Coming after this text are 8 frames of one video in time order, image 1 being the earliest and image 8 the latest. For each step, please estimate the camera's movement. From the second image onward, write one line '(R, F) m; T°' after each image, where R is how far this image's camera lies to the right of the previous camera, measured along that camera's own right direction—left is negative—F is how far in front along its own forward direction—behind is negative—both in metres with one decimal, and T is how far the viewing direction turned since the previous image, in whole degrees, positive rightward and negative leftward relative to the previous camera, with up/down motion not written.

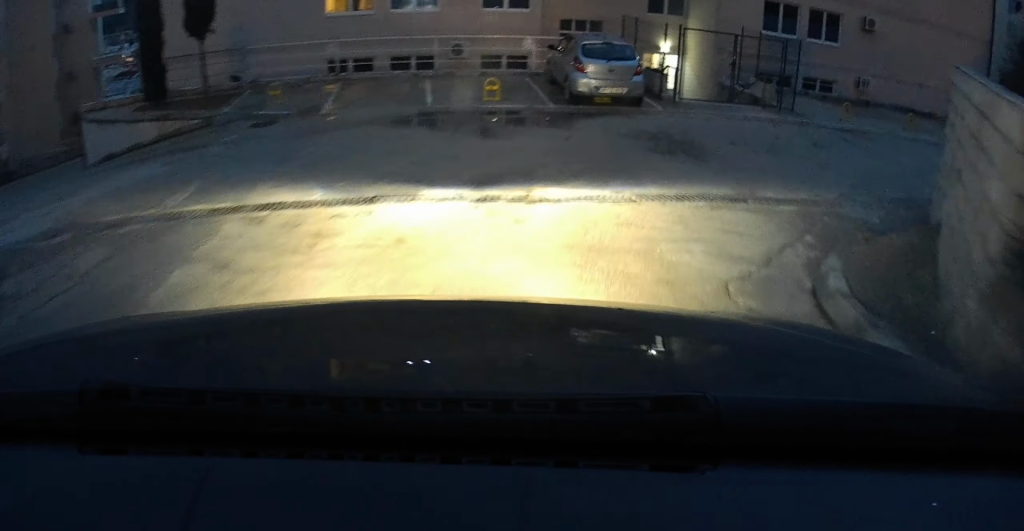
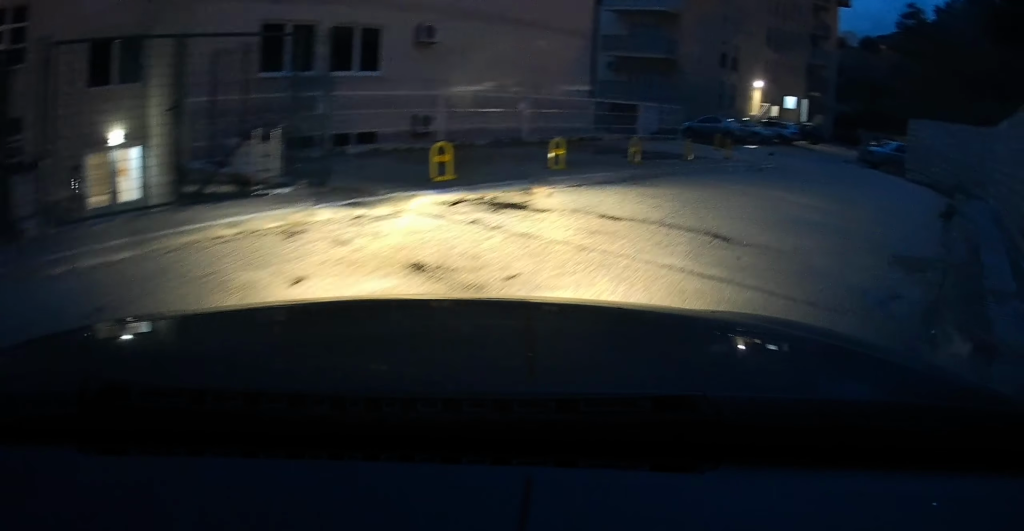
(+2.2, +8.6) m; +47°
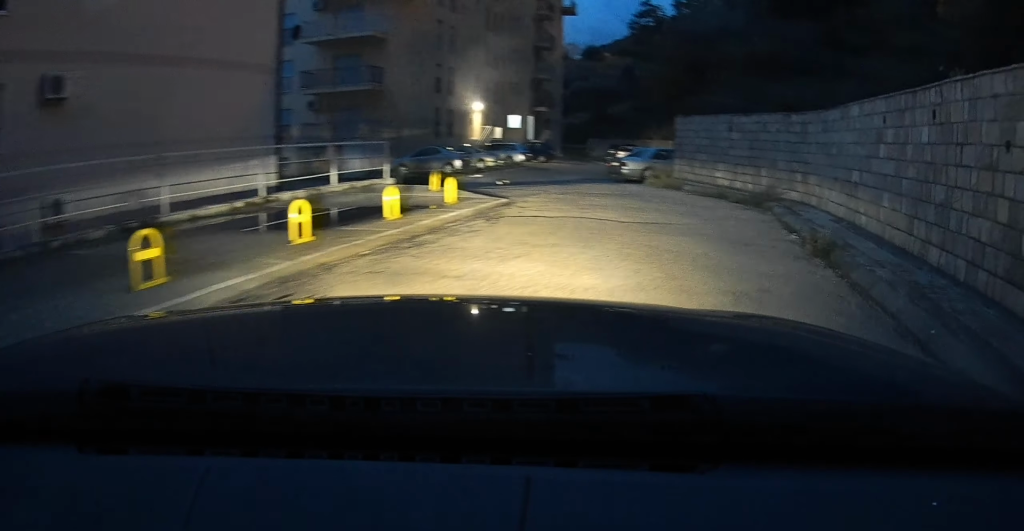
(+1.6, +4.3) m; +29°
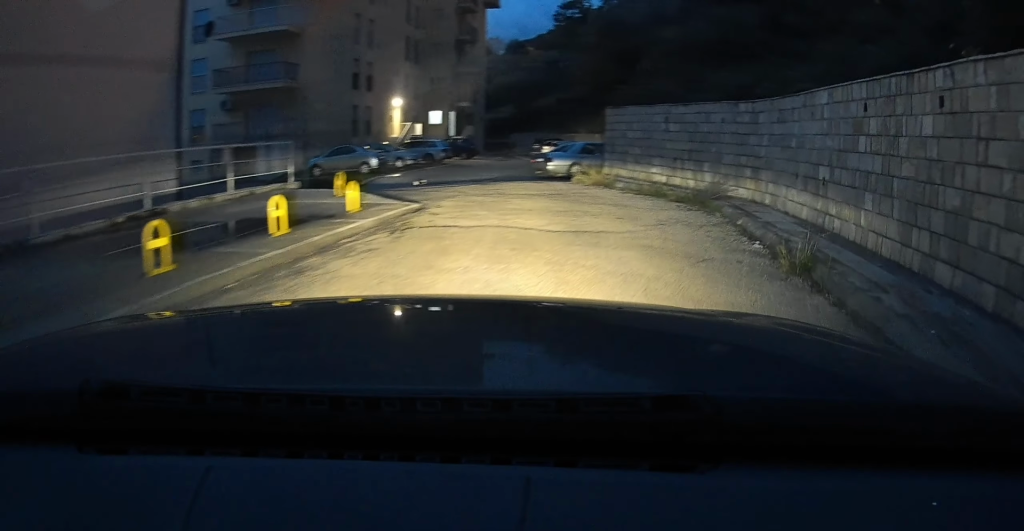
(+0.2, +1.7) m; +3°
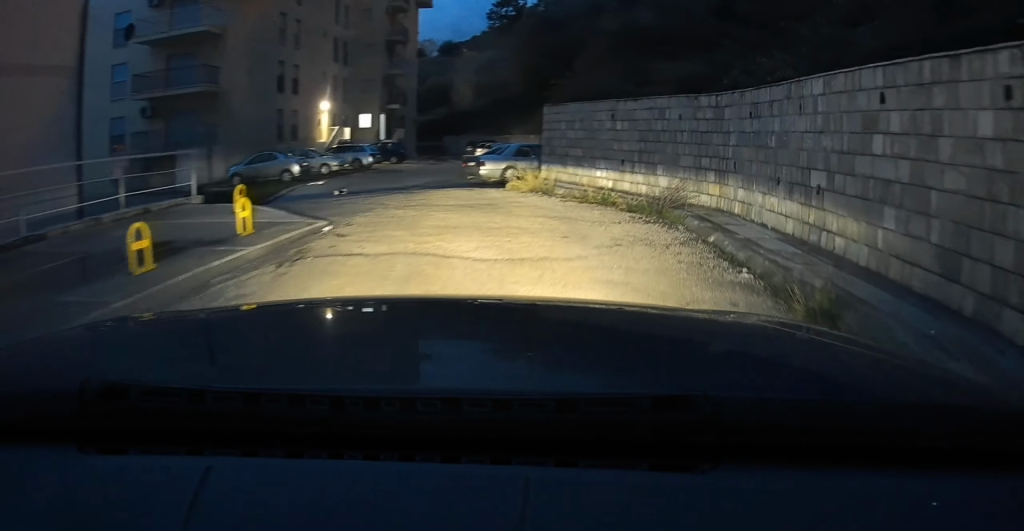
(+0.1, +2.0) m; +2°
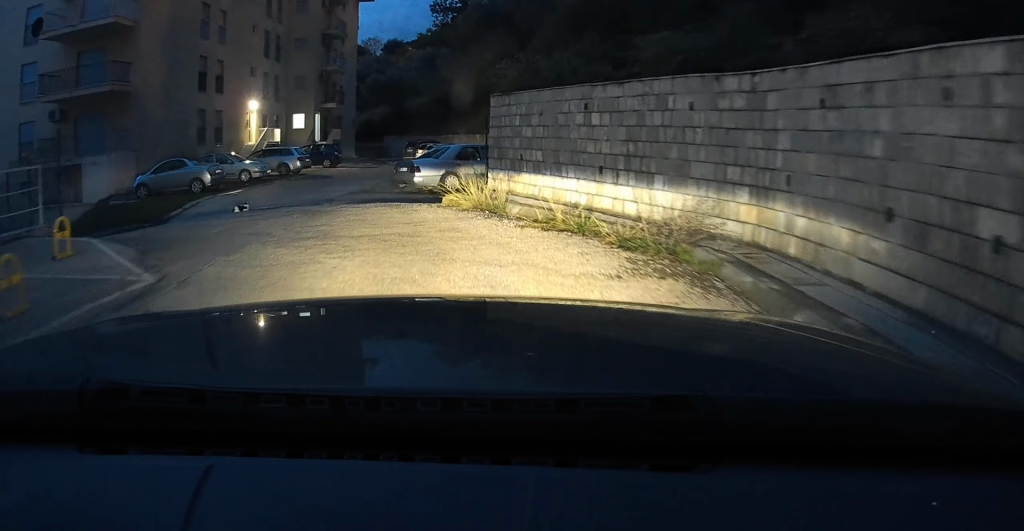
(0.0, +4.1) m; 0°
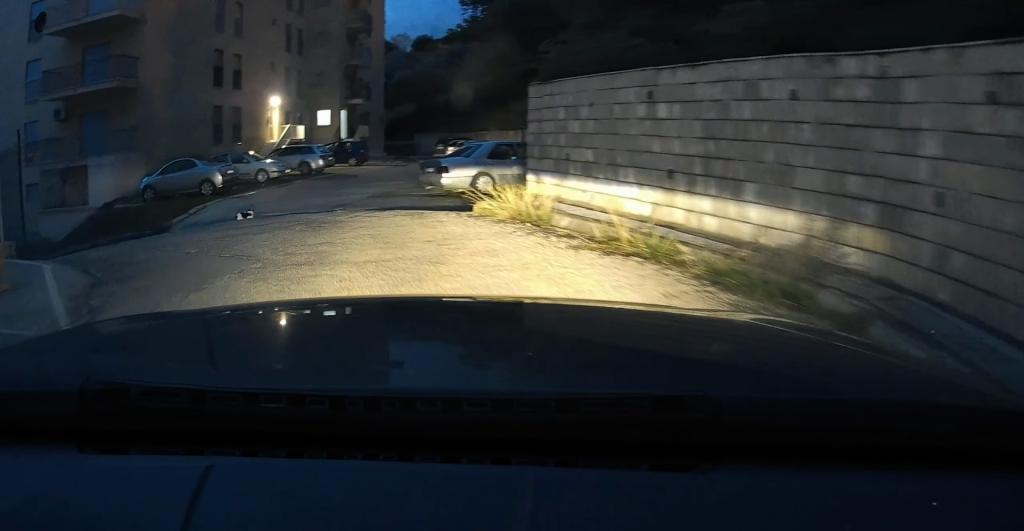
(0.0, +2.1) m; 0°
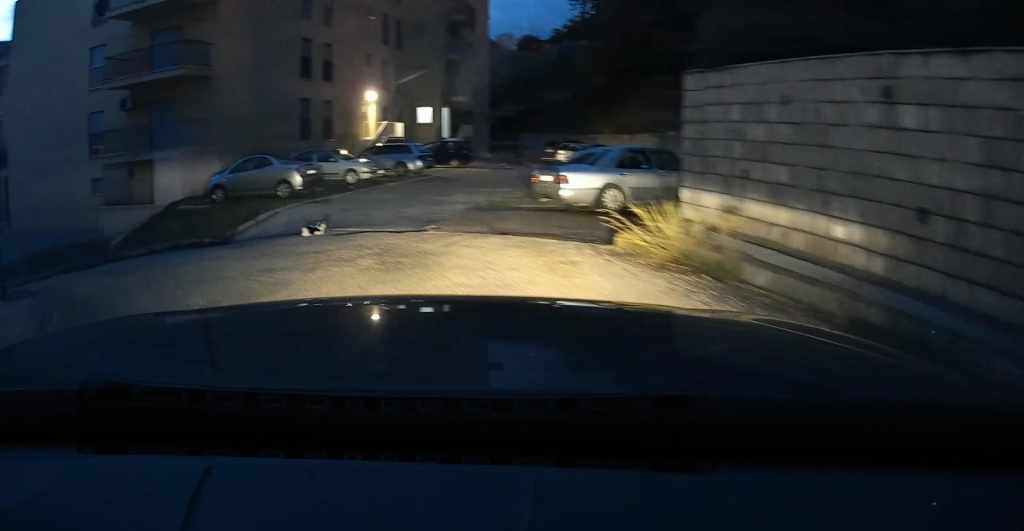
(0.0, +3.0) m; -7°
